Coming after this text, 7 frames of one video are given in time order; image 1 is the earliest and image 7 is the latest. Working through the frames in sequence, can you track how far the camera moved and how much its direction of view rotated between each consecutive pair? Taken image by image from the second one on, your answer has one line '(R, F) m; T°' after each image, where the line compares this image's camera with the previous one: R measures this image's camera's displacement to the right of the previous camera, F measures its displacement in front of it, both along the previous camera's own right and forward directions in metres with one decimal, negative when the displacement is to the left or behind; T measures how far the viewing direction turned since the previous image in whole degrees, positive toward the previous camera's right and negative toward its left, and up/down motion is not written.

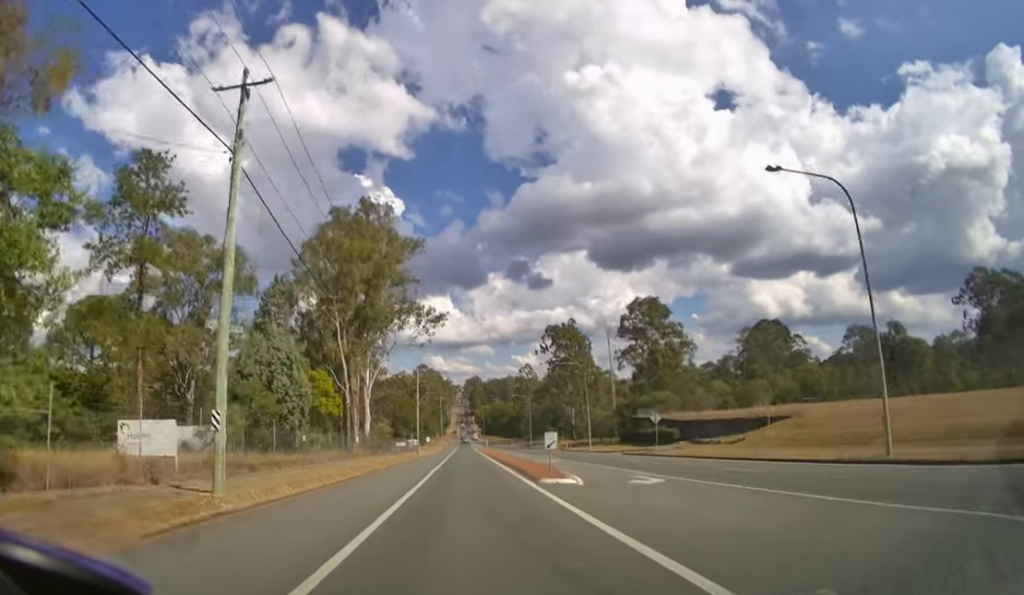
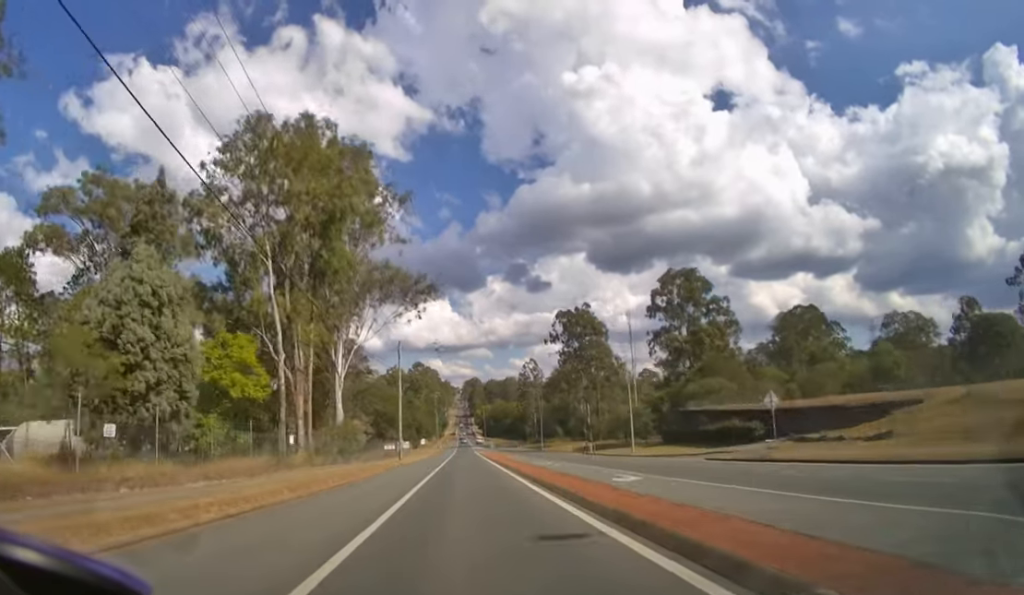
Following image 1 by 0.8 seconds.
(0.0, +17.9) m; 0°
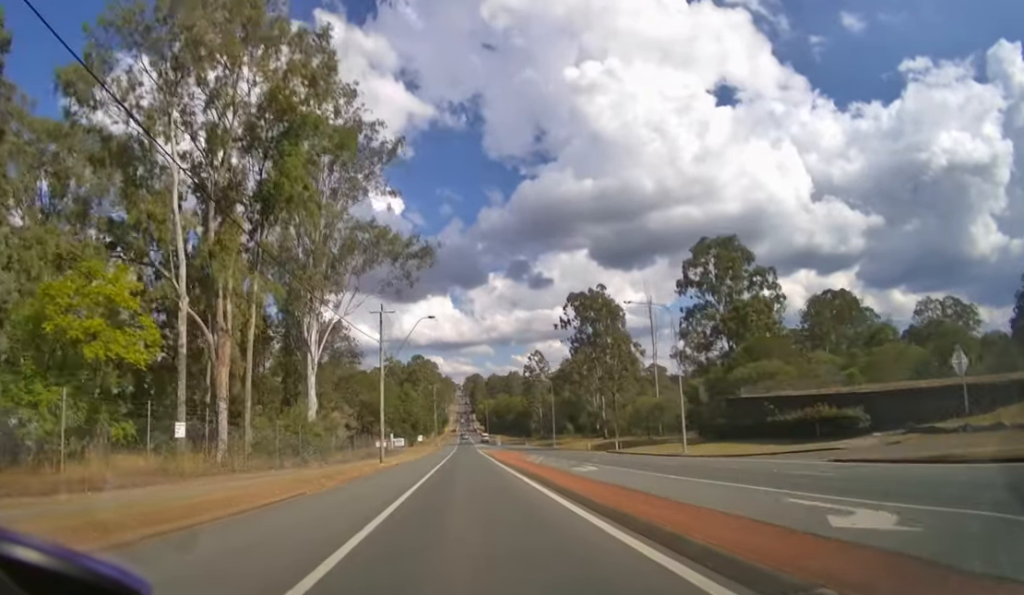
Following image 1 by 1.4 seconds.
(0.0, +12.9) m; 0°
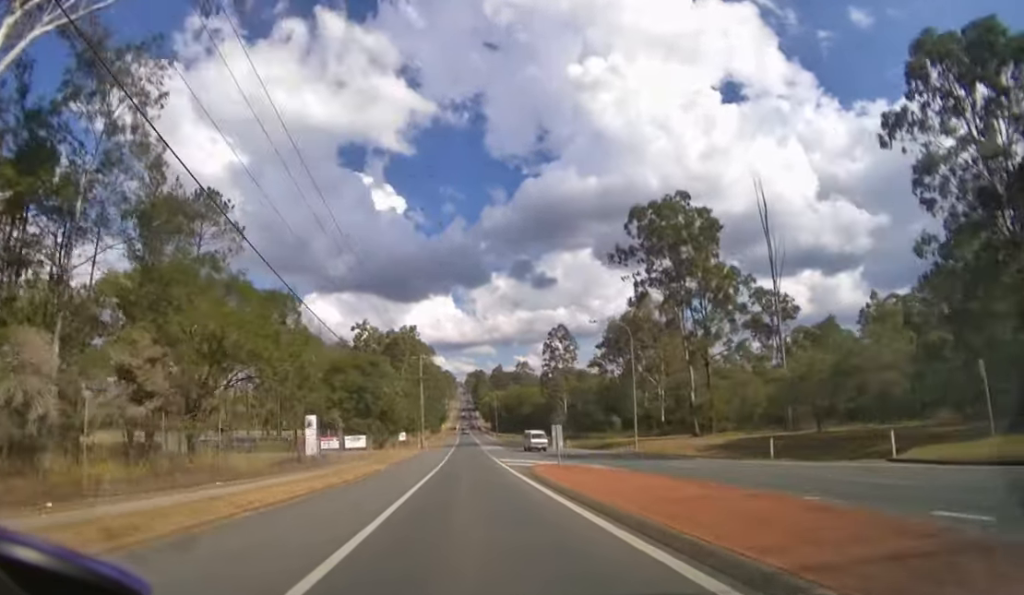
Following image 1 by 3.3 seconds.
(-0.1, +40.3) m; 0°
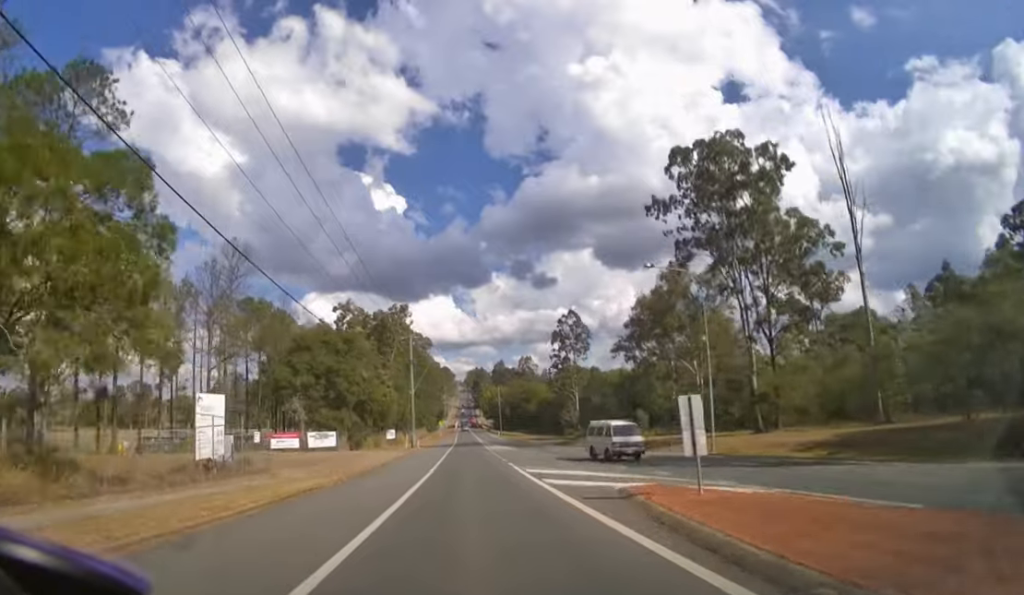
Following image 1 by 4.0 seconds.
(0.0, +14.2) m; 0°
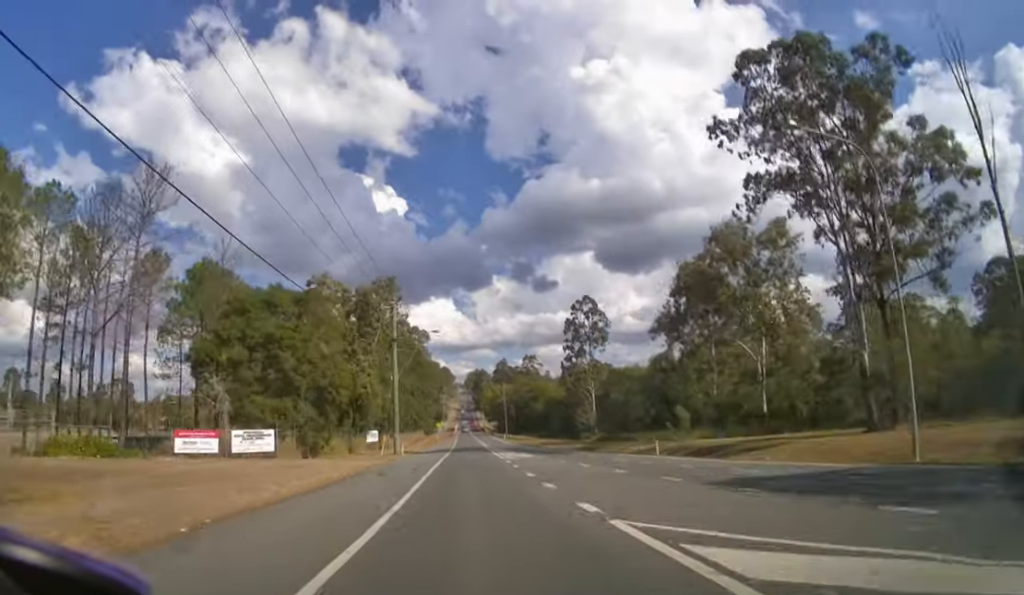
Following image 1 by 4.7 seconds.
(0.0, +14.0) m; 0°
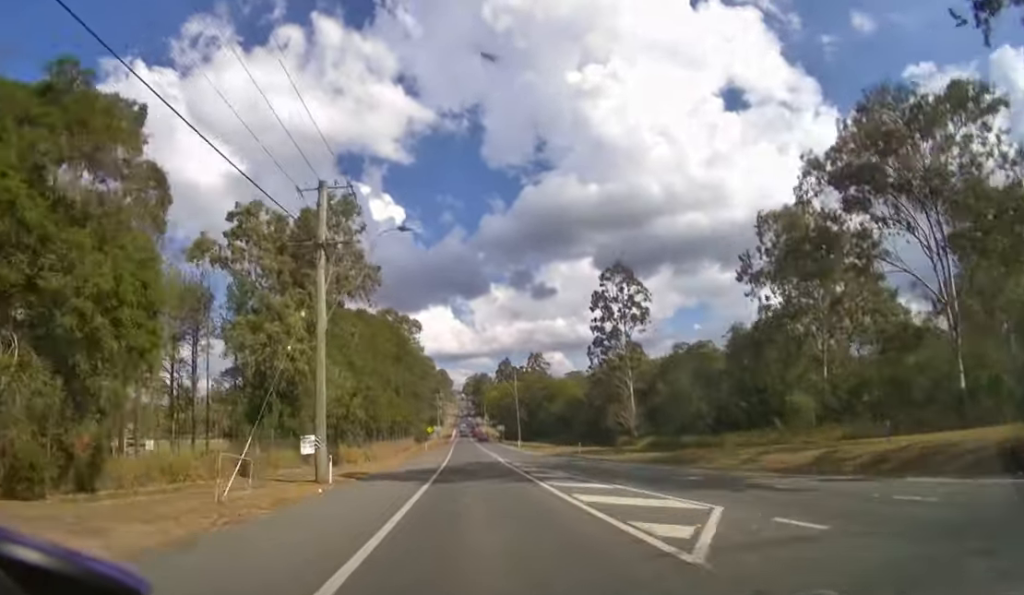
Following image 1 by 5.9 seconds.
(0.0, +22.9) m; 0°
